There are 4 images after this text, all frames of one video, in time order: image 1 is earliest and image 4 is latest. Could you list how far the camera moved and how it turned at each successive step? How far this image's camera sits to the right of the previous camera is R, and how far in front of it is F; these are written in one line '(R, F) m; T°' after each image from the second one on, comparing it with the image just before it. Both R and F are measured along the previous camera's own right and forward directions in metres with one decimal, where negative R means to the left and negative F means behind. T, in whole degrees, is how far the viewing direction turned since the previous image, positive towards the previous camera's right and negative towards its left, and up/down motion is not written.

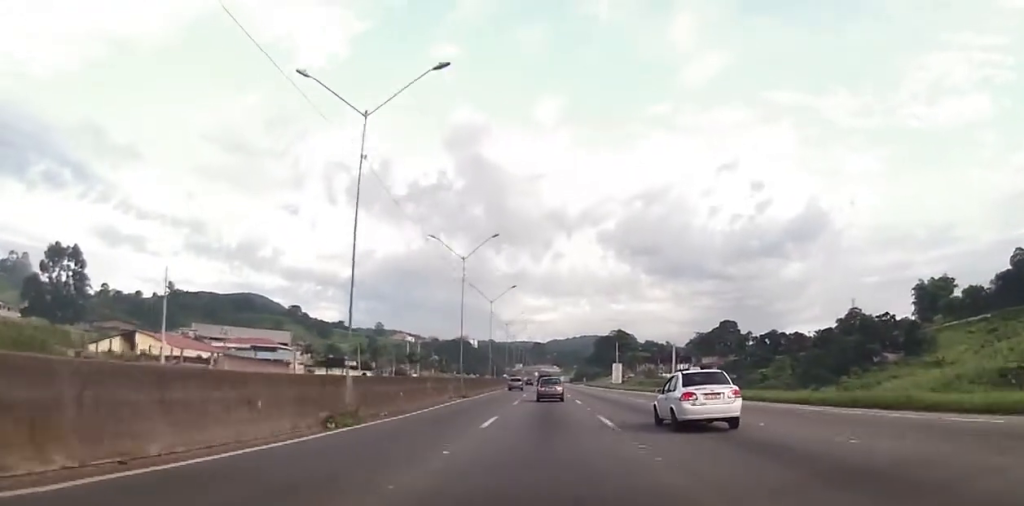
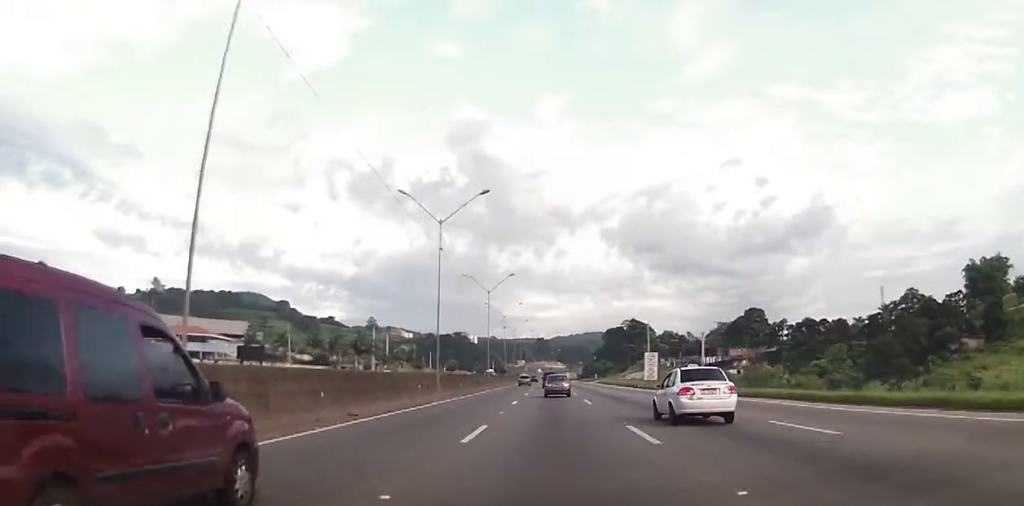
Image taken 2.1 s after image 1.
(+0.1, +42.3) m; 0°
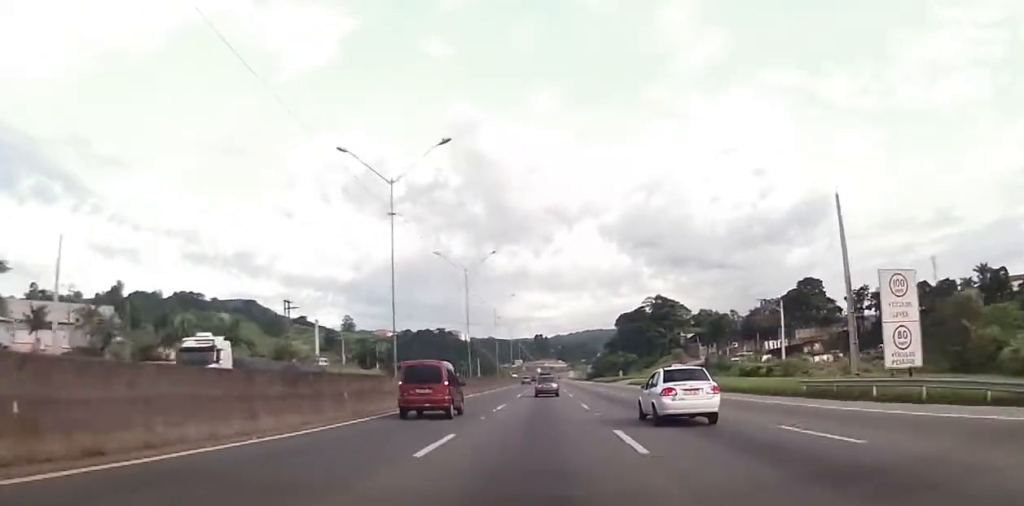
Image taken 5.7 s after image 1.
(-0.9, +75.1) m; -1°
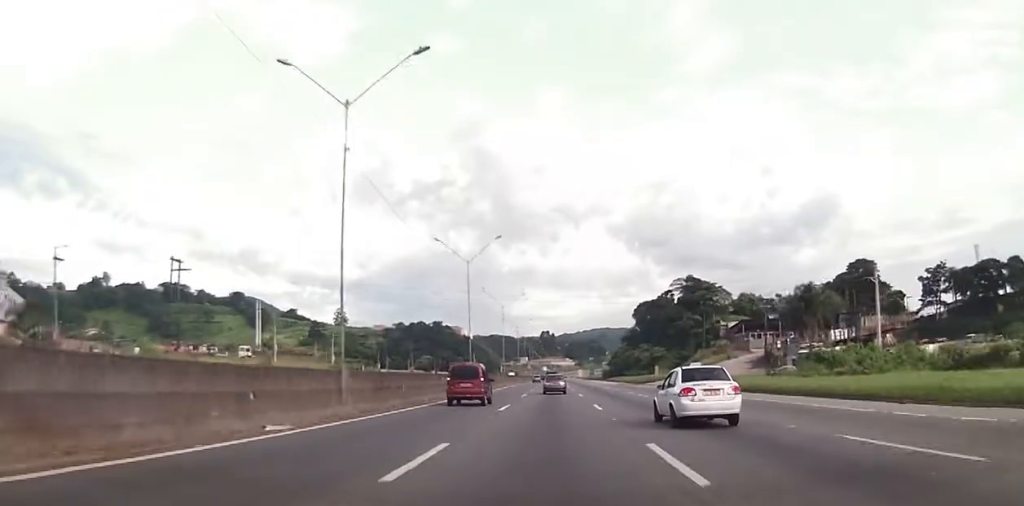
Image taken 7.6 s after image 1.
(0.0, +39.9) m; +1°
